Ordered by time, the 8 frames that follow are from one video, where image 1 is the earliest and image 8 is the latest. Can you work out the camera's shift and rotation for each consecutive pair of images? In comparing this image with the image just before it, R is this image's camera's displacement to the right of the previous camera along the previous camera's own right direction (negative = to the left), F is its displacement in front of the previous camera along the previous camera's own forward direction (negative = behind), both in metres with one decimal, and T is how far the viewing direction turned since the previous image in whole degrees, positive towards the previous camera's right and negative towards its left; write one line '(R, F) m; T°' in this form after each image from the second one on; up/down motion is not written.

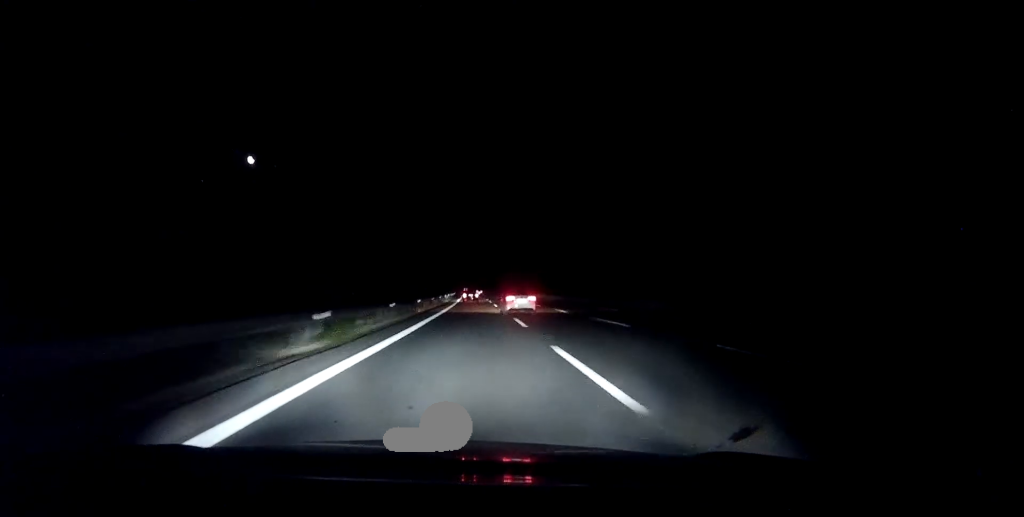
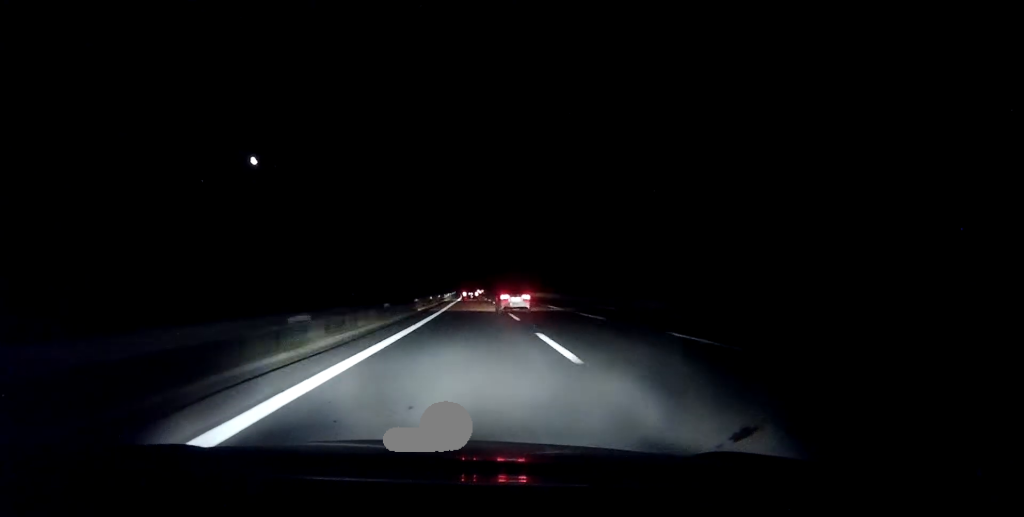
(0.0, +23.5) m; 0°
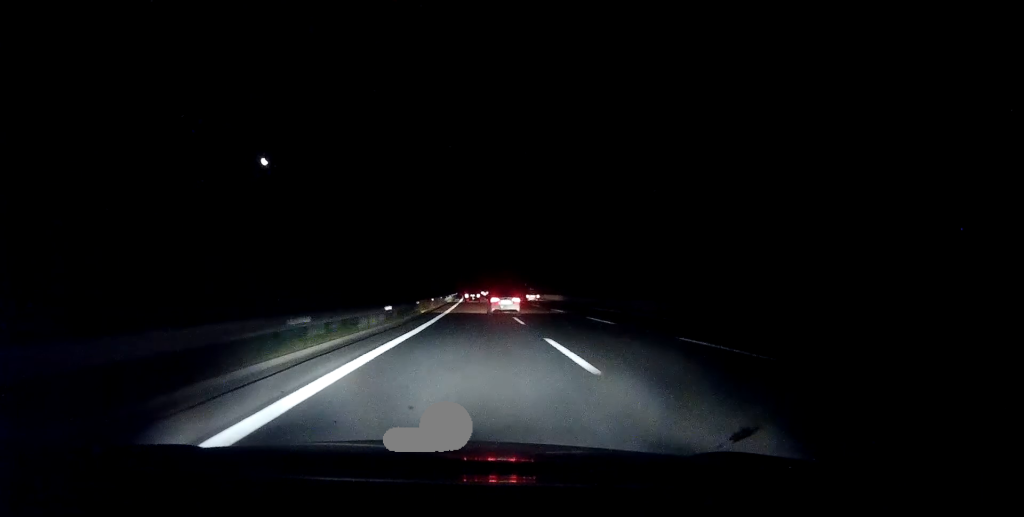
(-0.2, +57.5) m; -1°
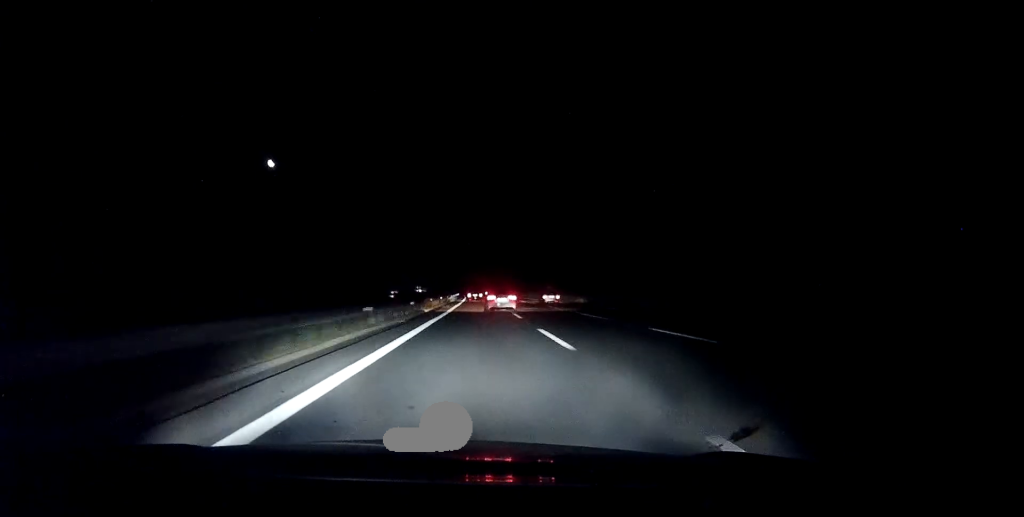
(-0.4, +40.3) m; -1°
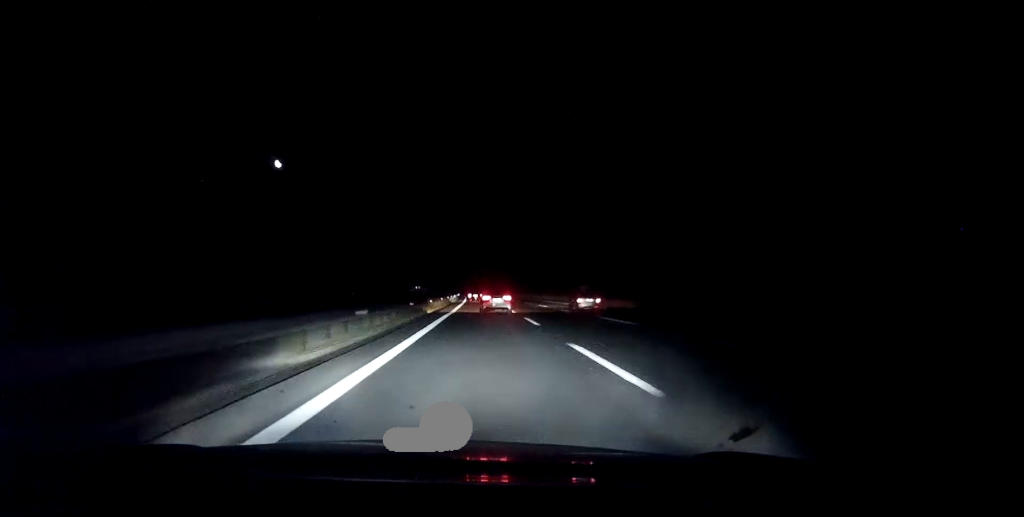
(-0.3, +48.9) m; -1°
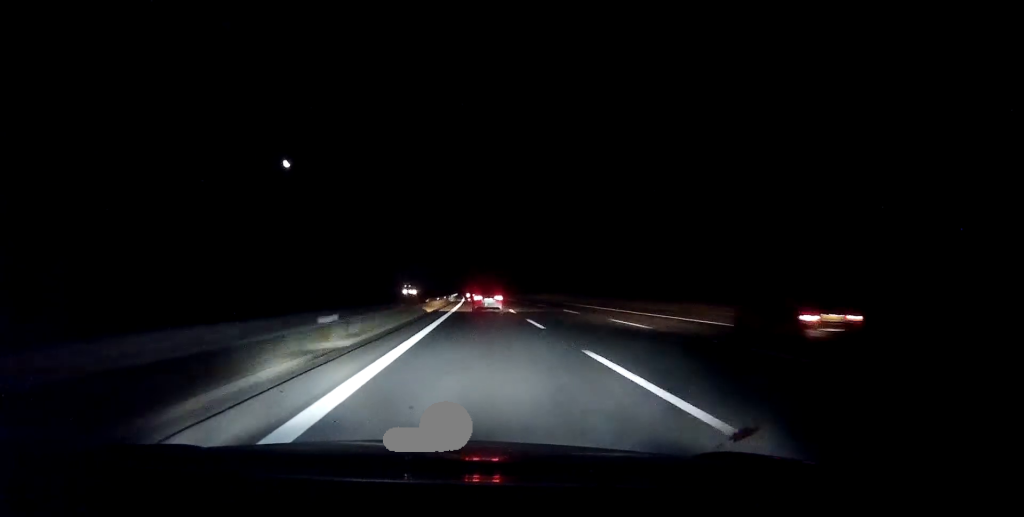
(-1.1, +73.9) m; -1°
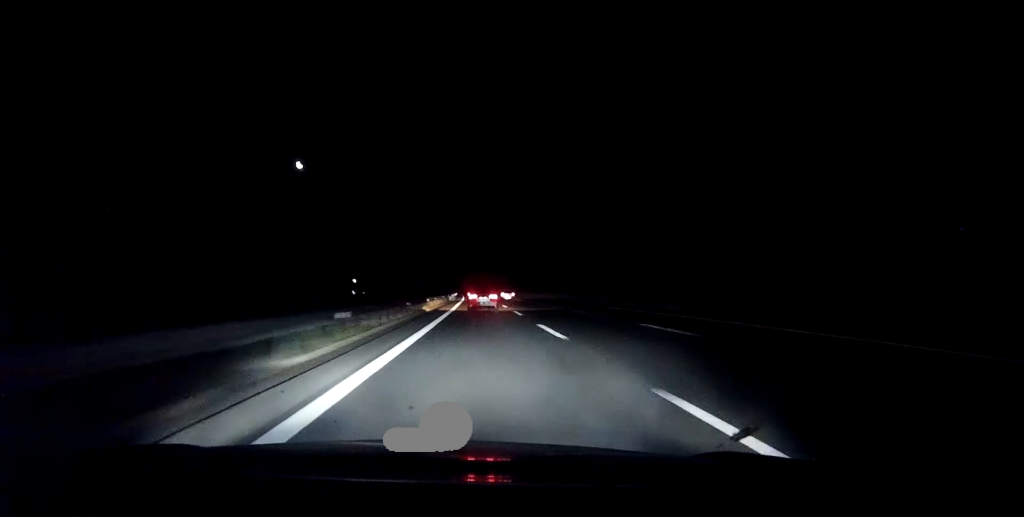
(-0.1, +94.1) m; -1°
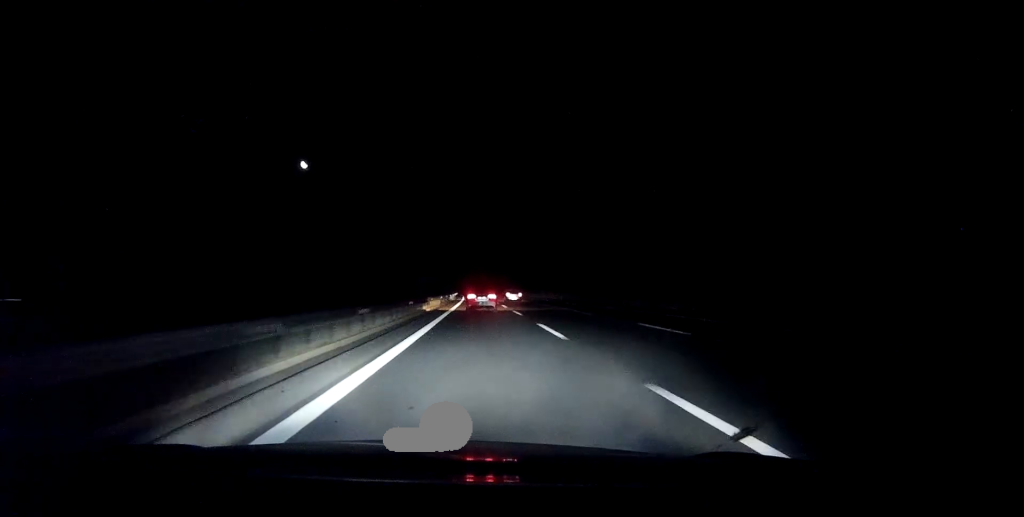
(-0.4, +29.0) m; -1°
